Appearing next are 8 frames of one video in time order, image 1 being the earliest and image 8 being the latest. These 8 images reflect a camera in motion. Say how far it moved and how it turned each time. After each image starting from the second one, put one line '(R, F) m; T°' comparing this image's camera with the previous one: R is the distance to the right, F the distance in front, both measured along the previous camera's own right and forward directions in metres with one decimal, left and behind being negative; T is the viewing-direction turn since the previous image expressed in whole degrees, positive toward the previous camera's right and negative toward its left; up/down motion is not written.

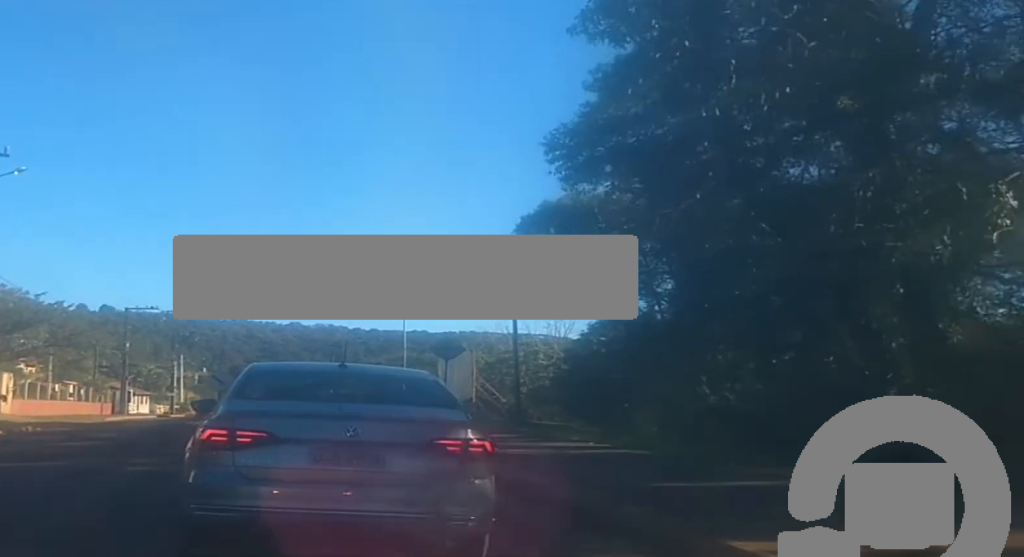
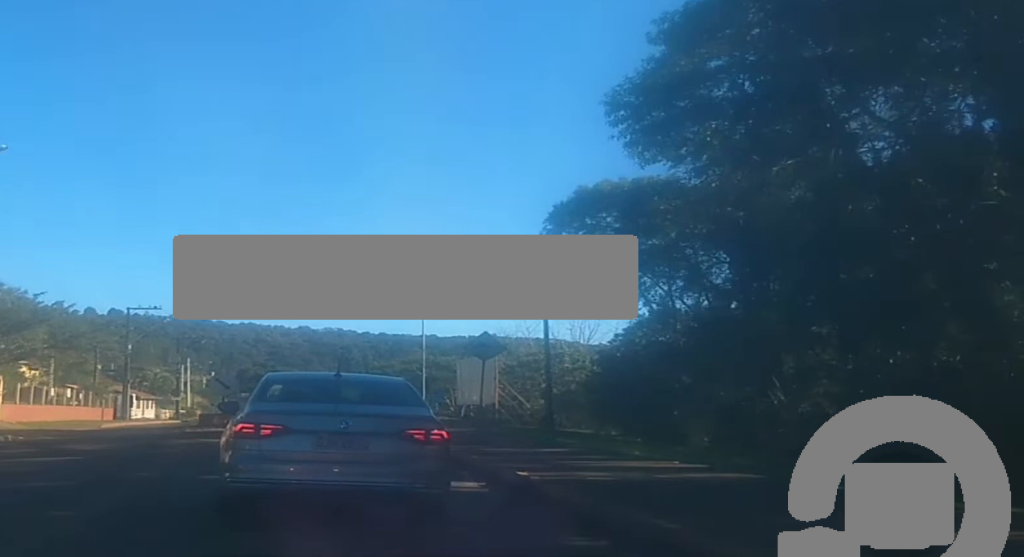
(-0.4, +3.4) m; -5°
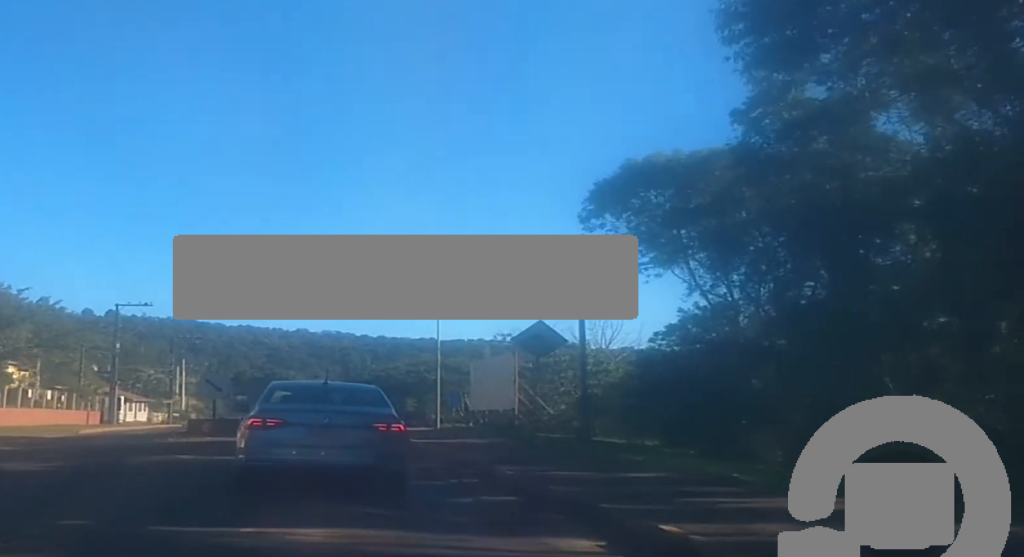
(+0.2, +4.9) m; +3°
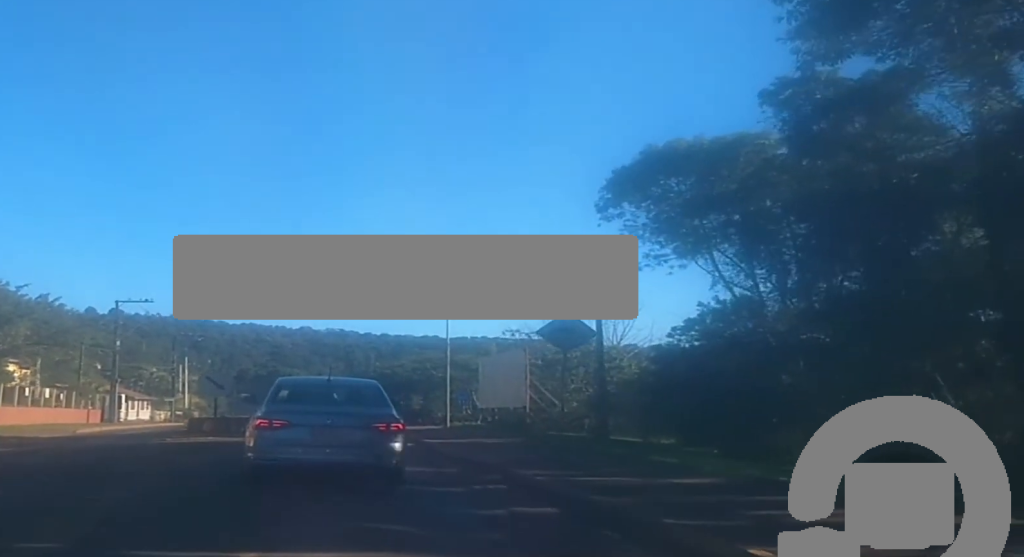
(0.0, +1.4) m; -2°
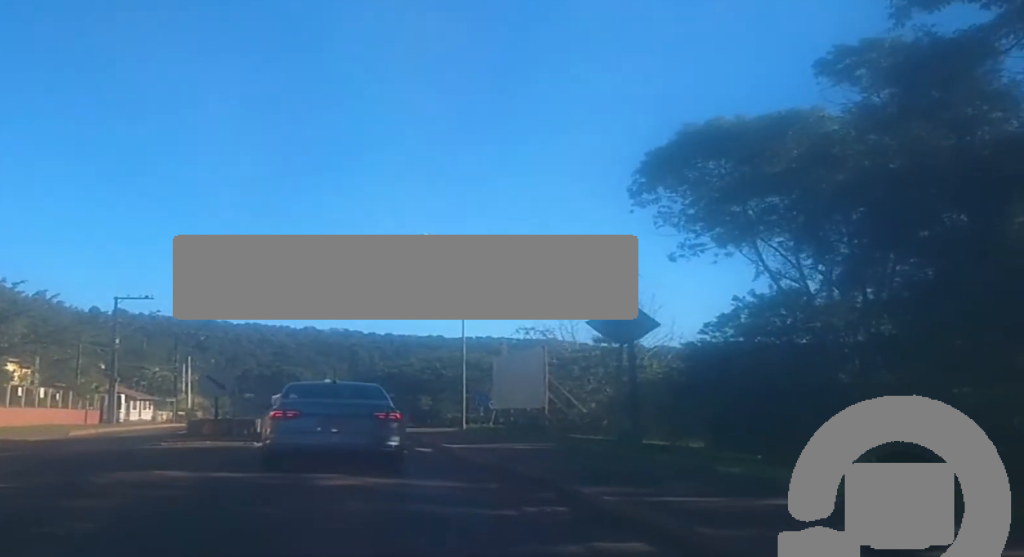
(-0.1, +2.5) m; -7°
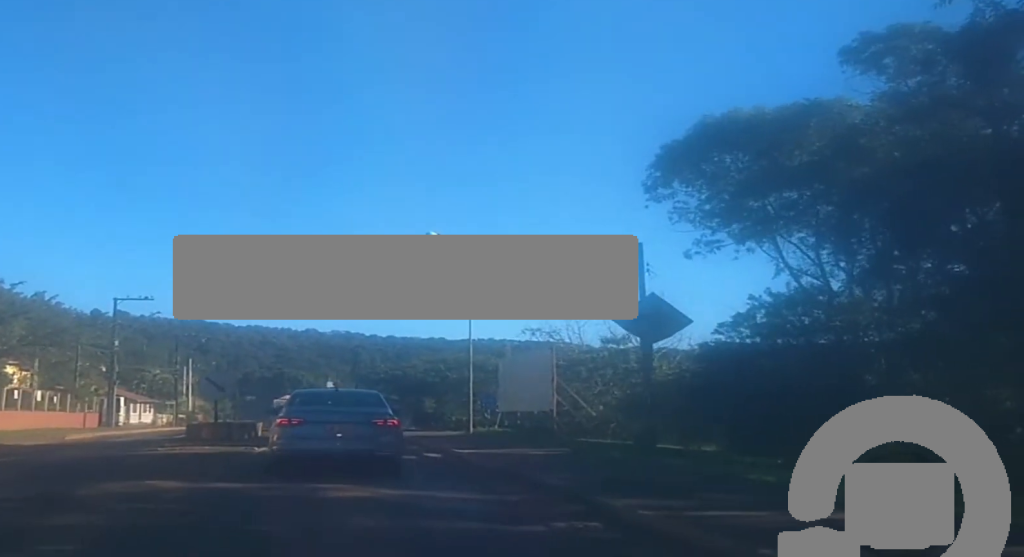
(-0.1, +1.1) m; -1°
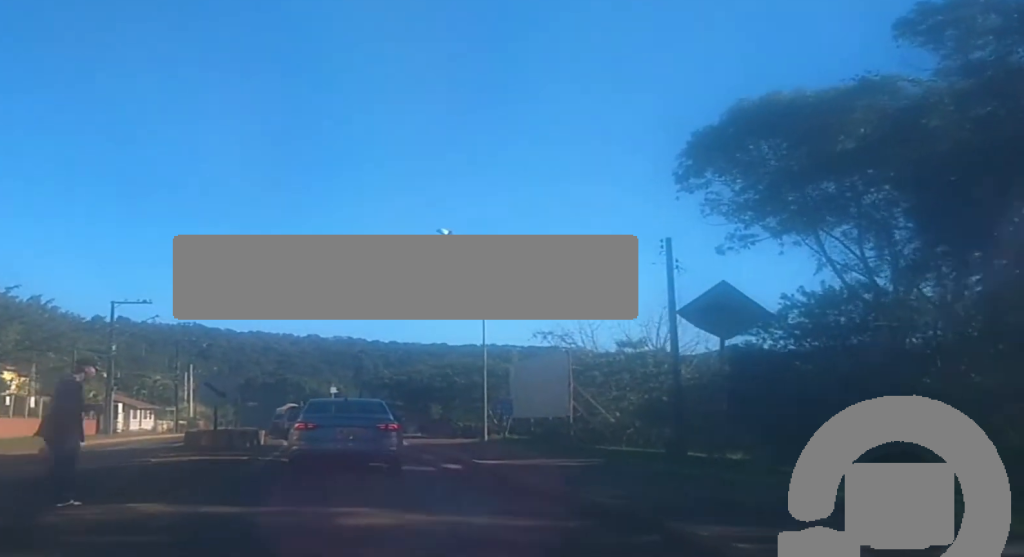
(0.0, +2.2) m; 0°
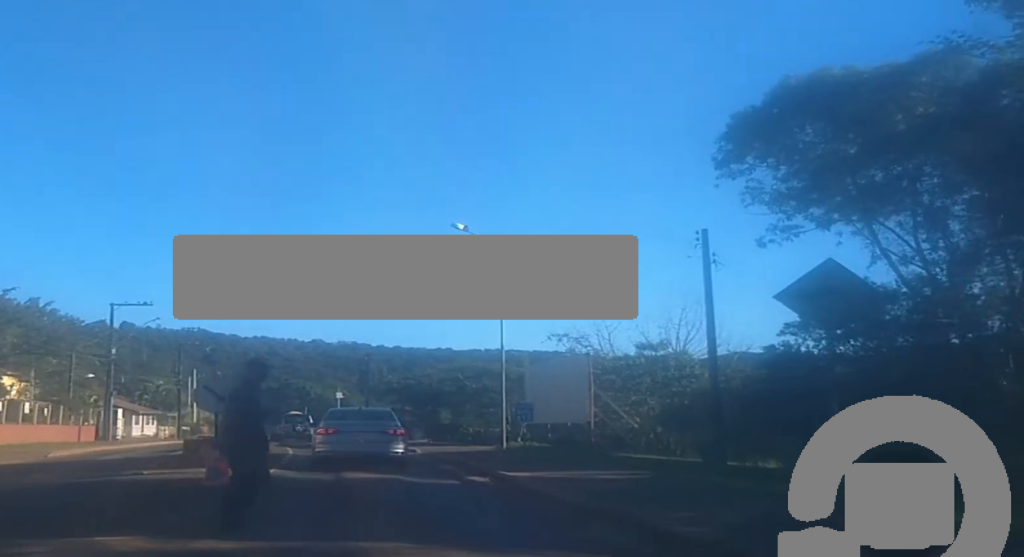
(-0.1, +2.3) m; -2°
